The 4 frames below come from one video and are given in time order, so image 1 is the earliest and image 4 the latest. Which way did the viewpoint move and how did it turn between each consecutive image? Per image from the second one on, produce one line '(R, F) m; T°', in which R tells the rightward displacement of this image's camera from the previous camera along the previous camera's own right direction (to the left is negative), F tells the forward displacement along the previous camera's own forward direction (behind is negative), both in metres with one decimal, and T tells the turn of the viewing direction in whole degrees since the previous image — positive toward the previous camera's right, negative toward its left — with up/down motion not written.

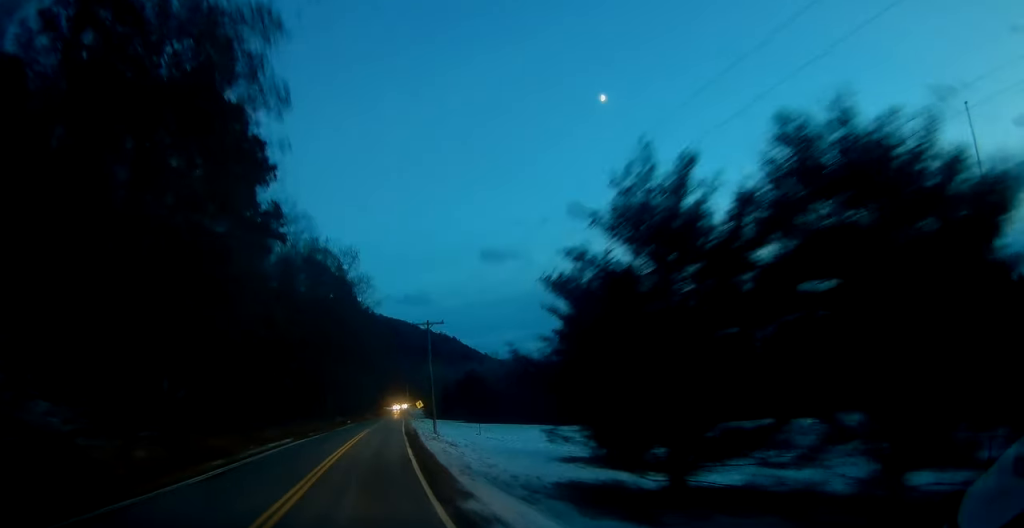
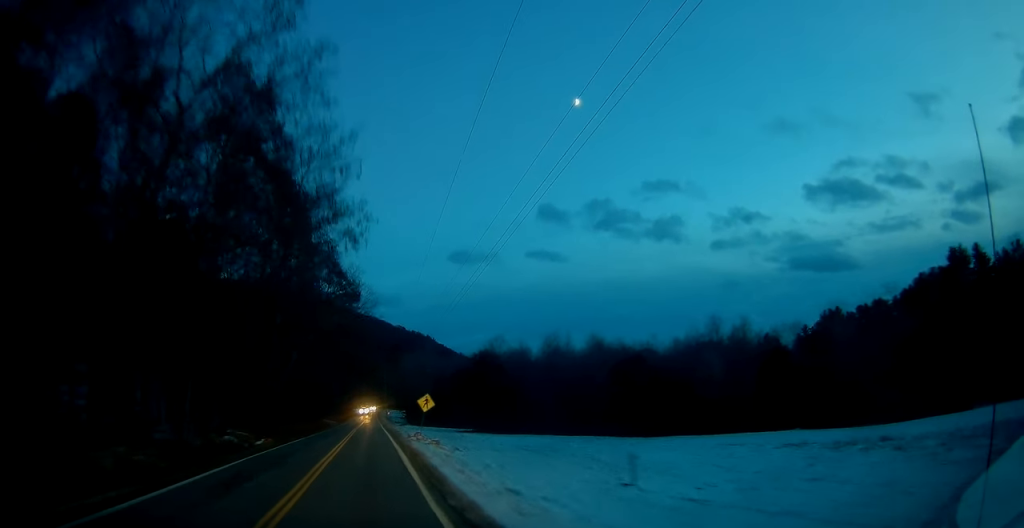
(+1.9, +48.5) m; +4°
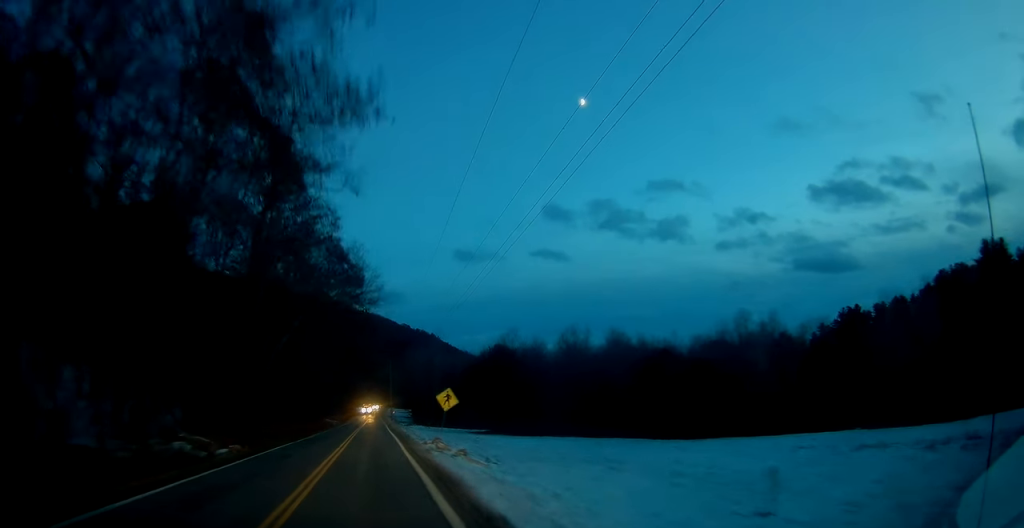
(+0.2, +9.0) m; 0°
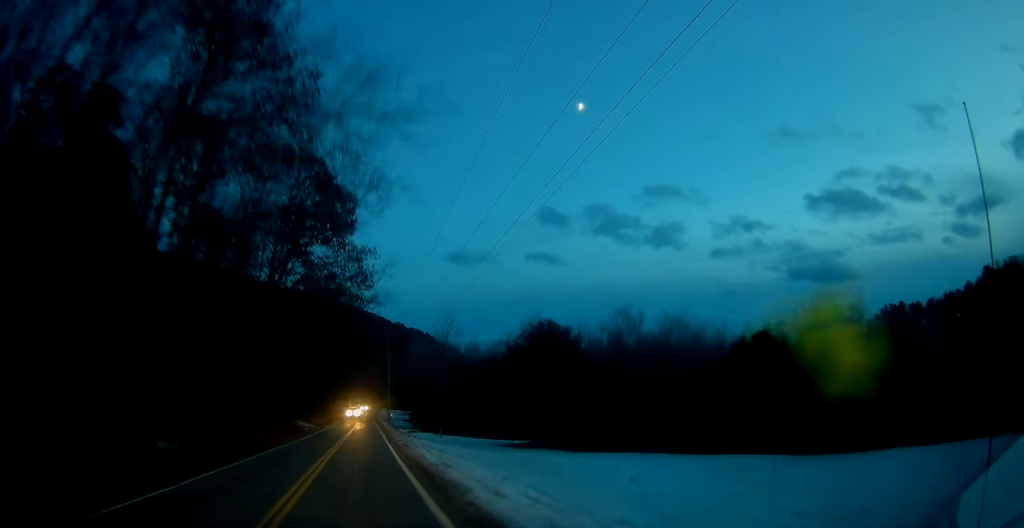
(+0.1, +26.3) m; 0°
